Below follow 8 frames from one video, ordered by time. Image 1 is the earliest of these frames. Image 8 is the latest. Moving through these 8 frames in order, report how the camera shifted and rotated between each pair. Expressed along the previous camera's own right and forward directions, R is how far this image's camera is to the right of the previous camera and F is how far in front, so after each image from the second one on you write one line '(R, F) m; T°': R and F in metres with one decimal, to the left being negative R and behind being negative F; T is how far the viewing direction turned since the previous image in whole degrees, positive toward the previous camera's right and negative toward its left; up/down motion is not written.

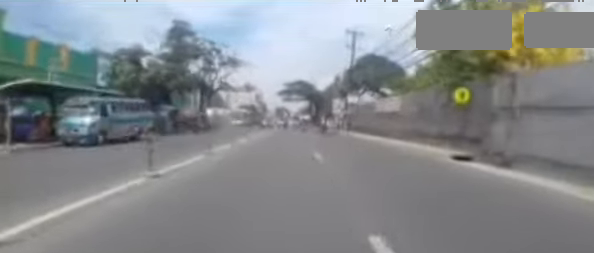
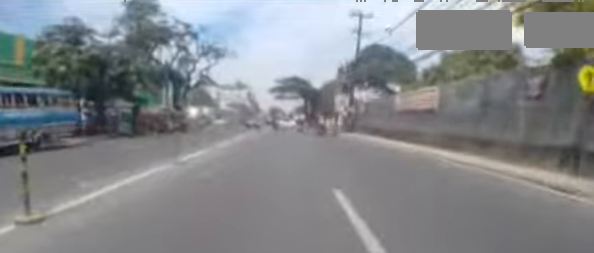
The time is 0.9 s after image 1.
(+0.2, +6.9) m; +1°
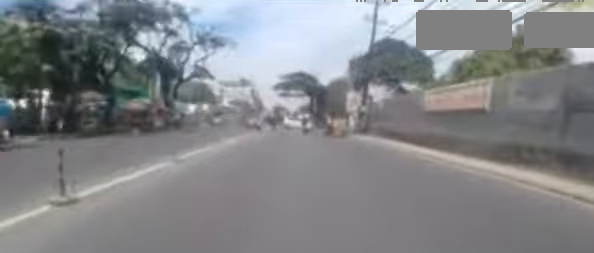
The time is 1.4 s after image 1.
(+0.2, +3.7) m; 0°
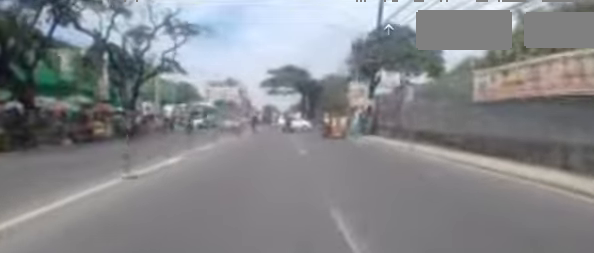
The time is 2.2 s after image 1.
(-0.4, +6.0) m; -2°
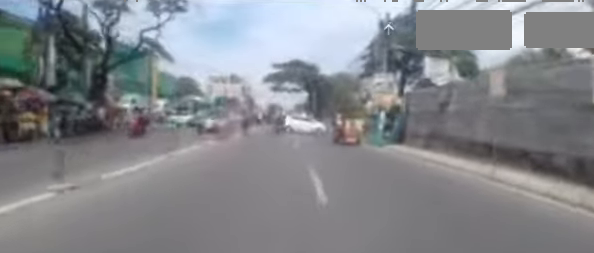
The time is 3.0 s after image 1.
(0.0, +5.5) m; +2°
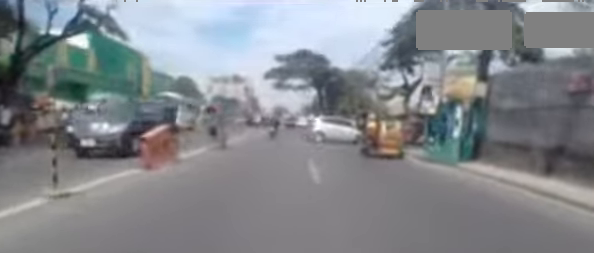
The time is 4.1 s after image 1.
(+0.3, +7.4) m; +1°
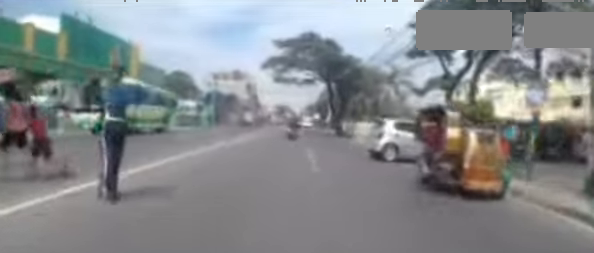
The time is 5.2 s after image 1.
(-0.2, +7.2) m; -1°
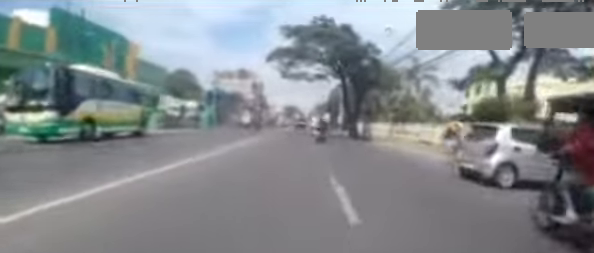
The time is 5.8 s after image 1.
(0.0, +4.2) m; -1°
